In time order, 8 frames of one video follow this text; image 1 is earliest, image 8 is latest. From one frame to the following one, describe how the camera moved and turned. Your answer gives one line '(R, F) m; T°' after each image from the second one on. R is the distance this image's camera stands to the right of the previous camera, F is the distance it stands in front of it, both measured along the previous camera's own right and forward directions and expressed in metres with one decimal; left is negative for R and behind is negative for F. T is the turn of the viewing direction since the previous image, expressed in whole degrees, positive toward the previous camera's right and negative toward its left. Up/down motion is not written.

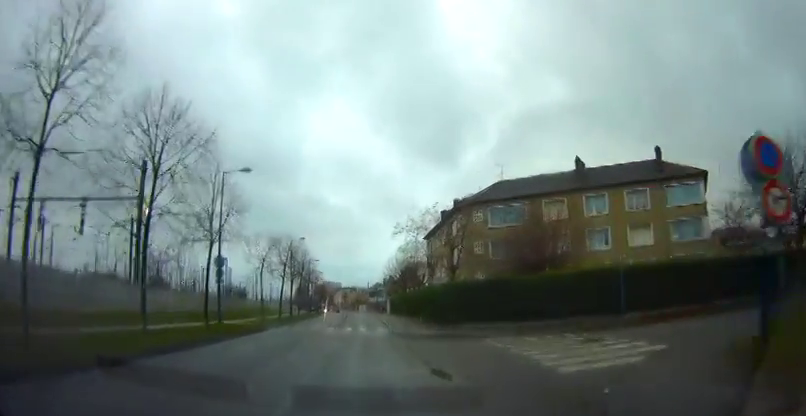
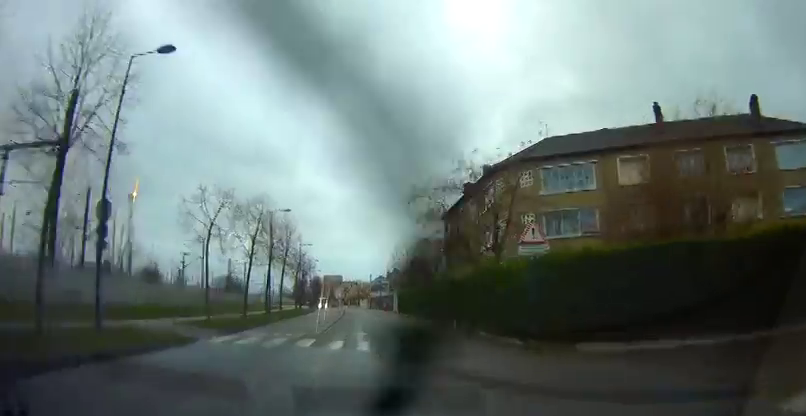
(-0.1, +12.7) m; 0°
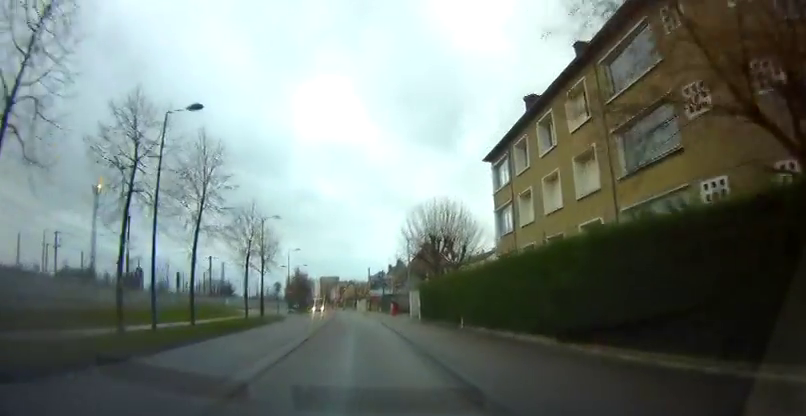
(+0.2, +21.9) m; +1°
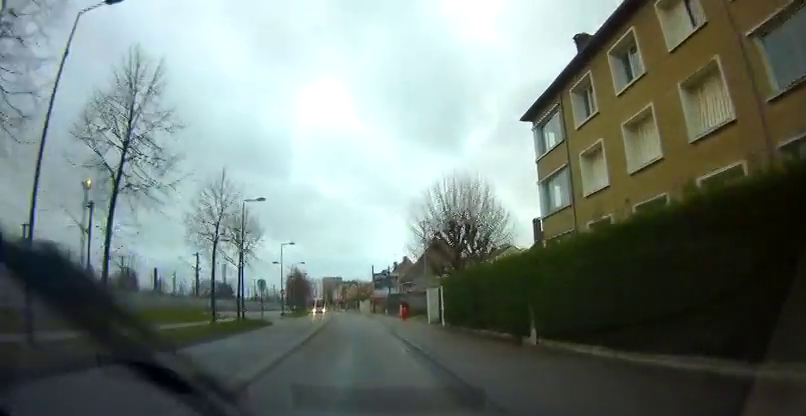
(+0.1, +7.9) m; 0°
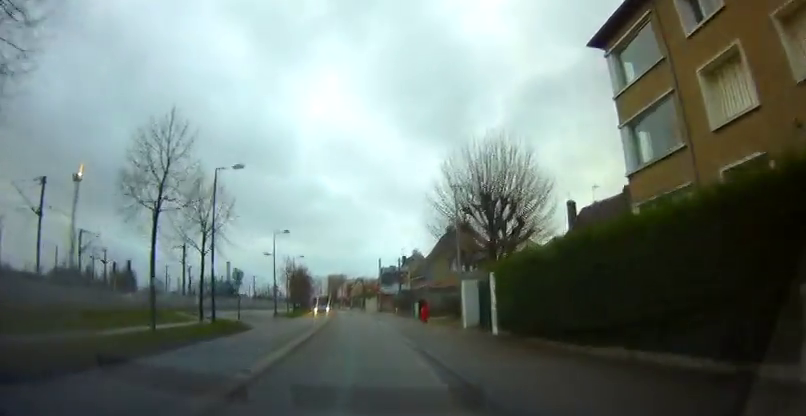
(-0.1, +8.0) m; -1°
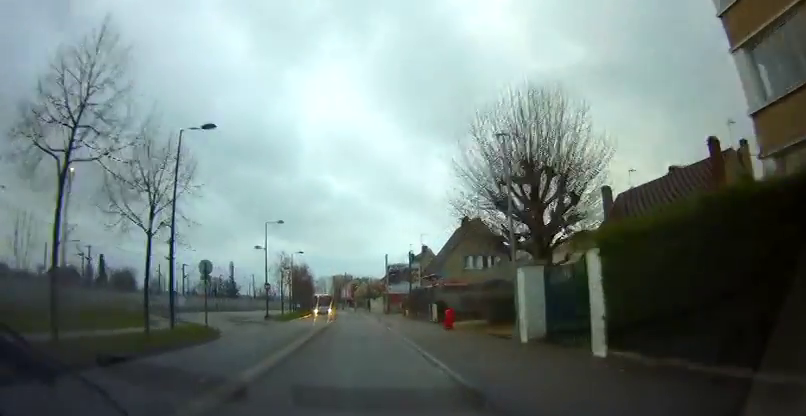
(-0.1, +6.3) m; -1°
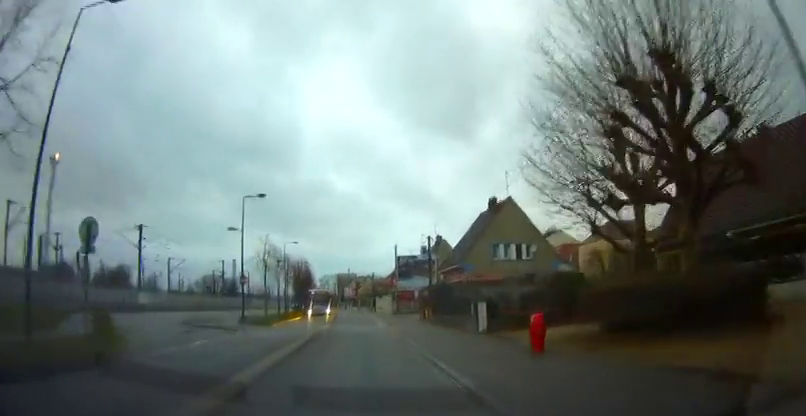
(0.0, +9.9) m; -1°
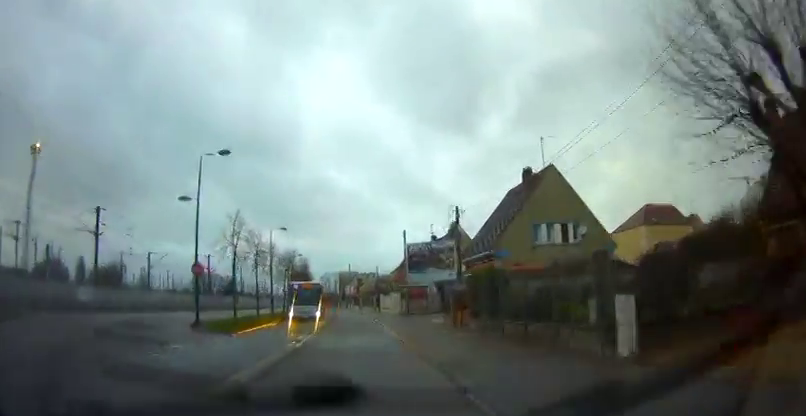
(-0.1, +9.5) m; -1°
